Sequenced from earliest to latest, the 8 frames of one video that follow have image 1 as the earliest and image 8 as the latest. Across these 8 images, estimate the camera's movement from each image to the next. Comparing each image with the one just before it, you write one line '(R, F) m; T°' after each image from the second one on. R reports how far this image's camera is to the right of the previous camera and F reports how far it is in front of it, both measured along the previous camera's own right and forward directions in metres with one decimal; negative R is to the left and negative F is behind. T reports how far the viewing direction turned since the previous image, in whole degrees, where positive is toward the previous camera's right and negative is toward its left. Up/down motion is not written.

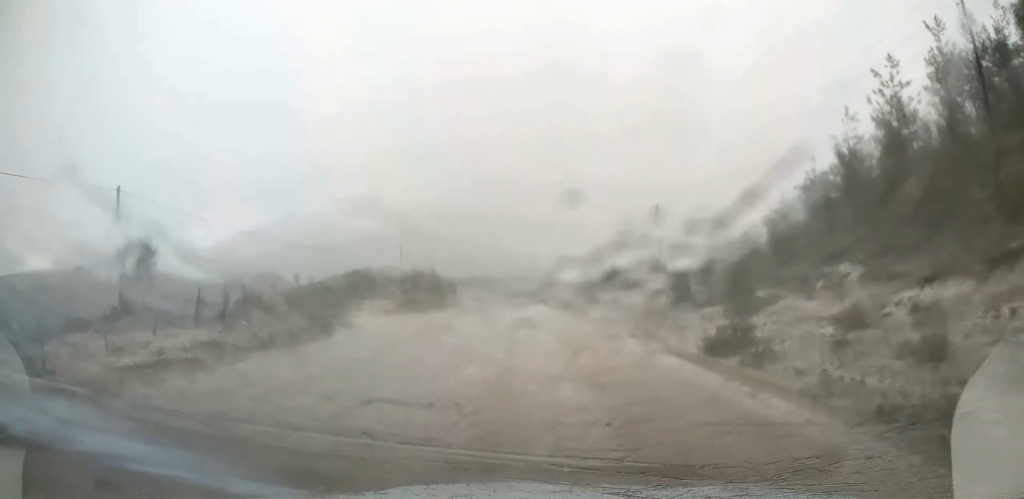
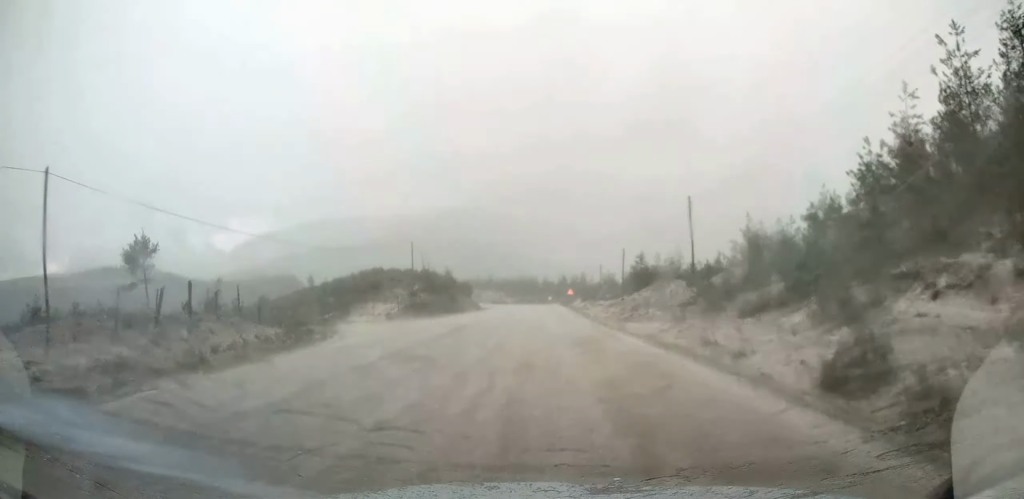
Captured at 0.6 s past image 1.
(+0.1, +5.9) m; -1°
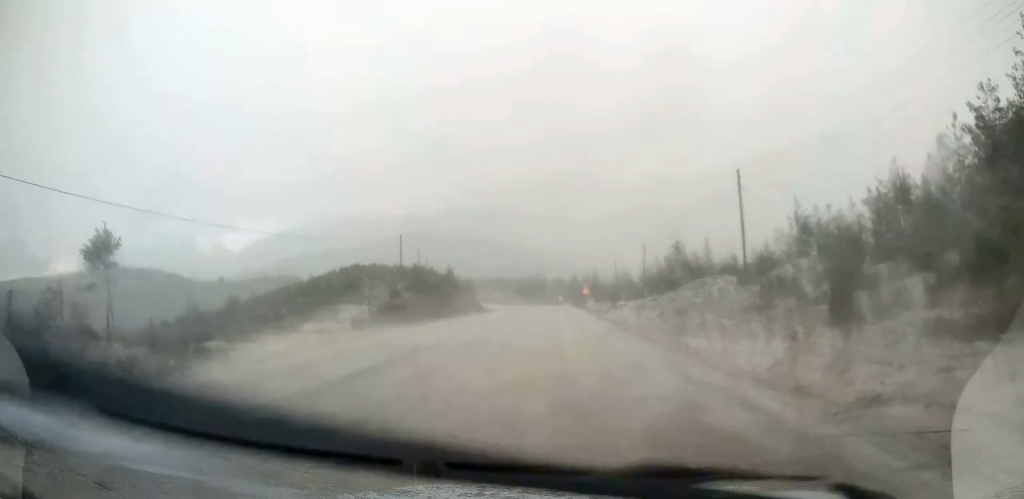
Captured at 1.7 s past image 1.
(-0.5, +12.1) m; -2°
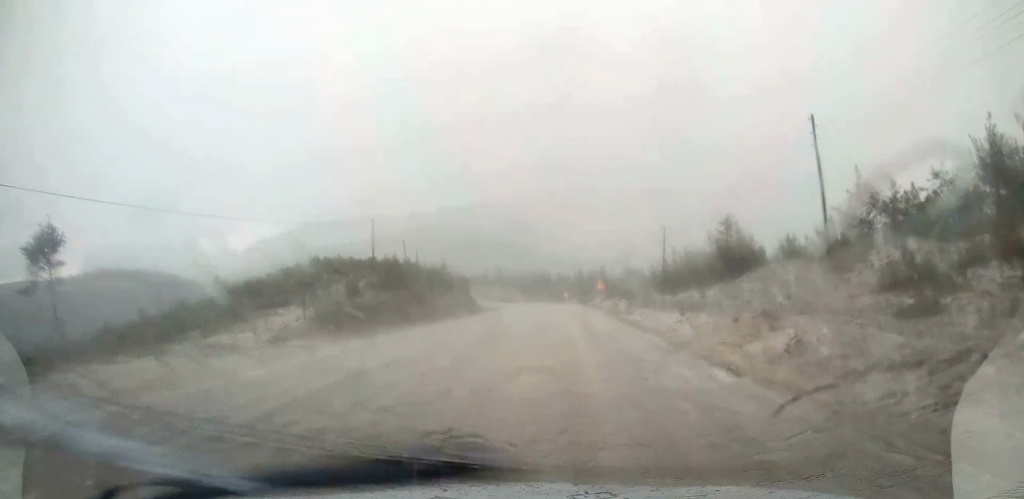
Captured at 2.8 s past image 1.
(0.0, +13.1) m; 0°
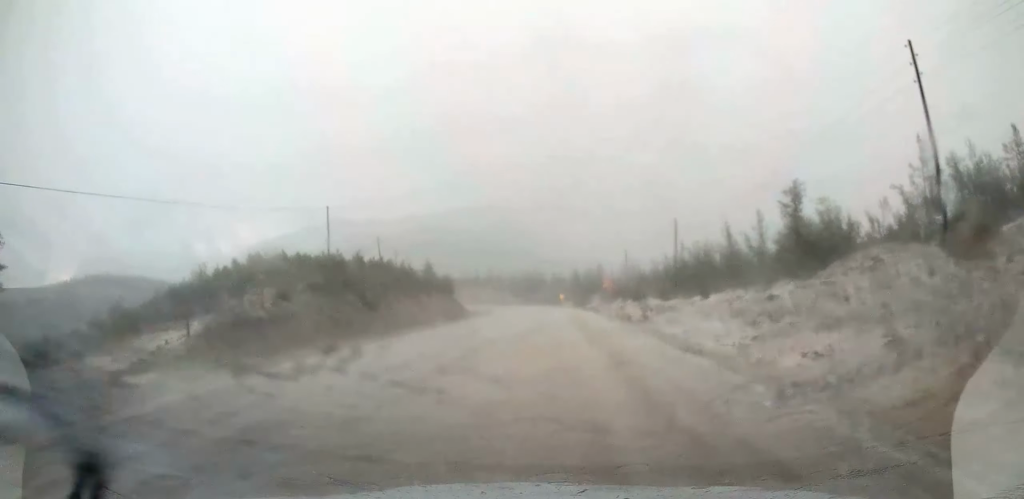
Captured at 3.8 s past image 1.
(0.0, +10.9) m; 0°
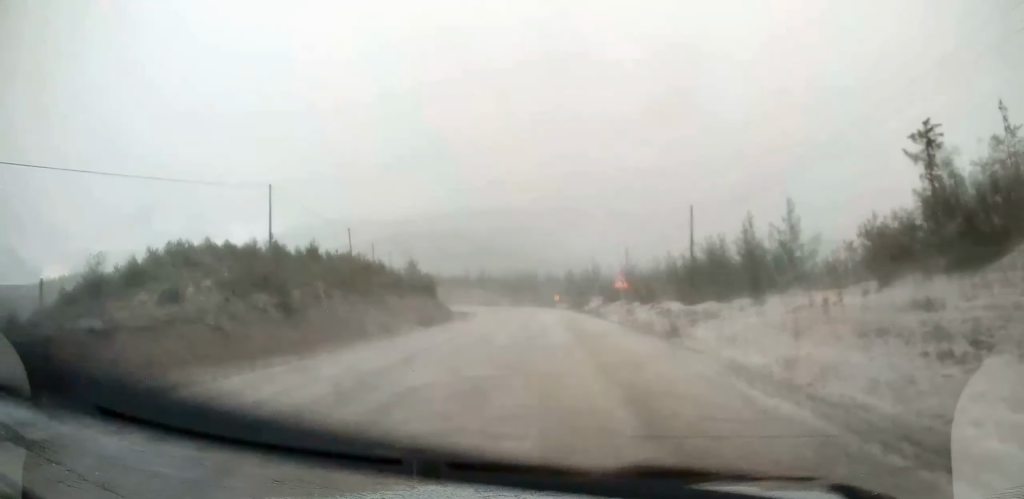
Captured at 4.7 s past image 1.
(0.0, +9.8) m; +1°
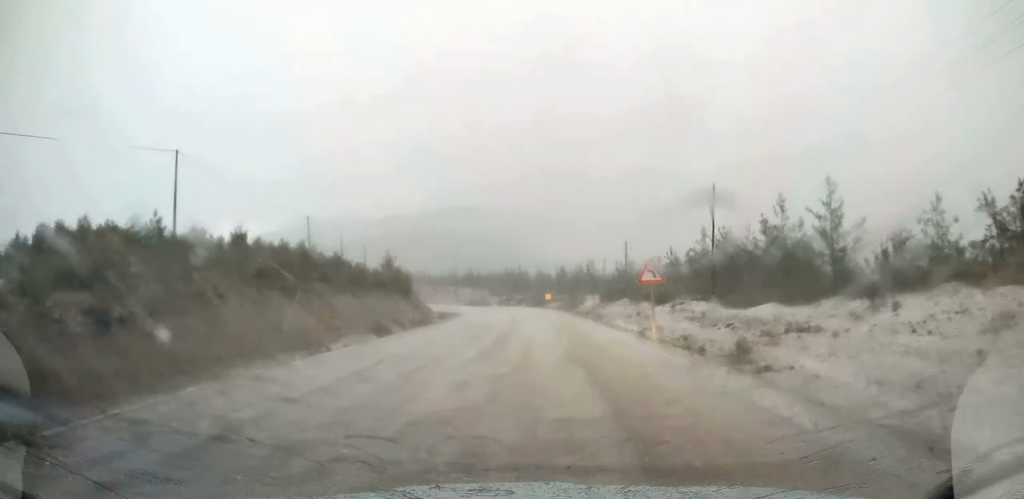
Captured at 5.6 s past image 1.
(+0.2, +10.4) m; +1°
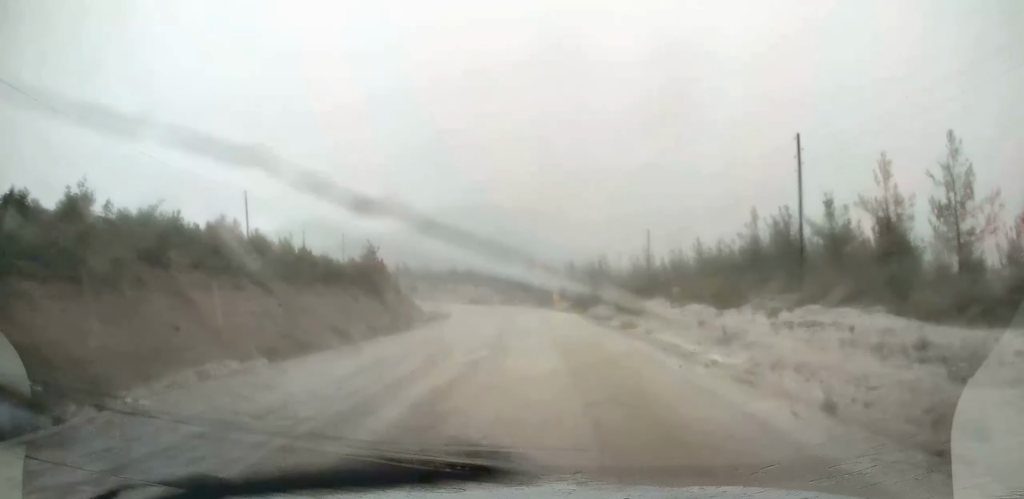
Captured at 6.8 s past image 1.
(-0.2, +15.1) m; -2°
